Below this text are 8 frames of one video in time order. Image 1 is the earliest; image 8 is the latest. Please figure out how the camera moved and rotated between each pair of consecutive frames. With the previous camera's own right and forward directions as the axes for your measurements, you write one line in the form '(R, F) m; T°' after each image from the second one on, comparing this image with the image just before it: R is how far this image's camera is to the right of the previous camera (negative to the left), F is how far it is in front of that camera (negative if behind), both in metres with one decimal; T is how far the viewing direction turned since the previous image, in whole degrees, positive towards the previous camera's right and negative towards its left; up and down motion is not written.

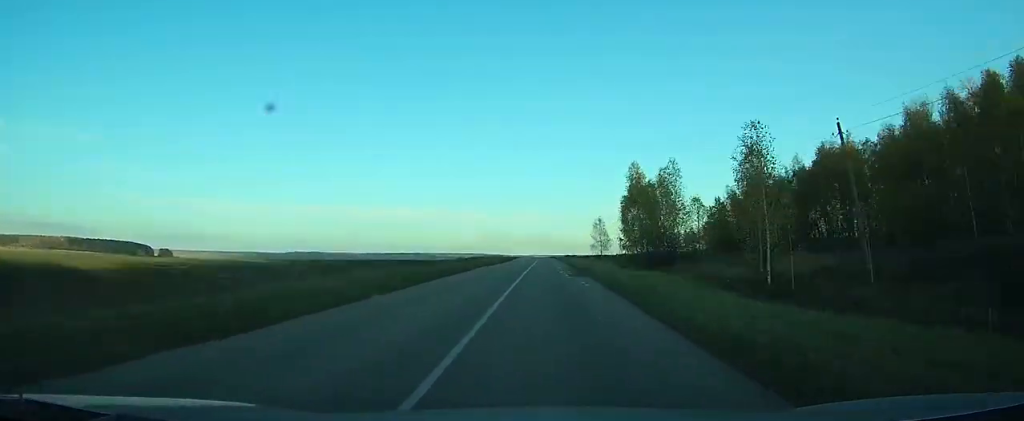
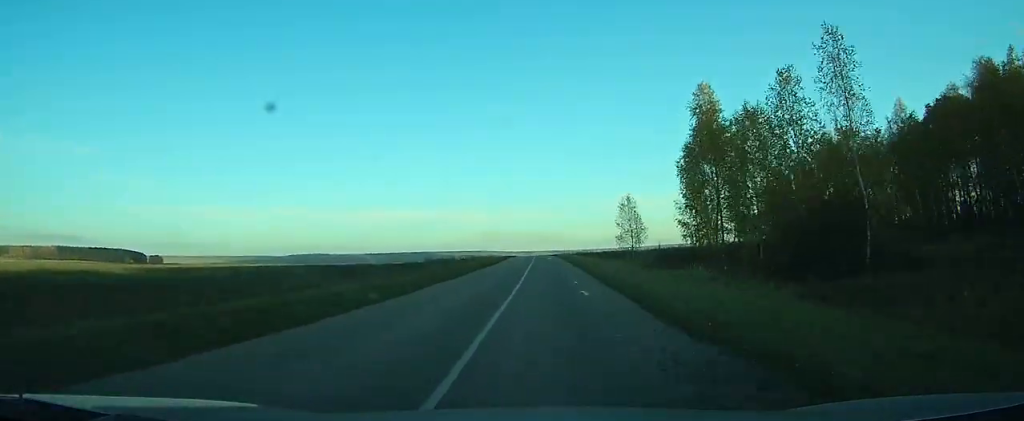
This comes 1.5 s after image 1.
(-0.1, +37.6) m; -1°
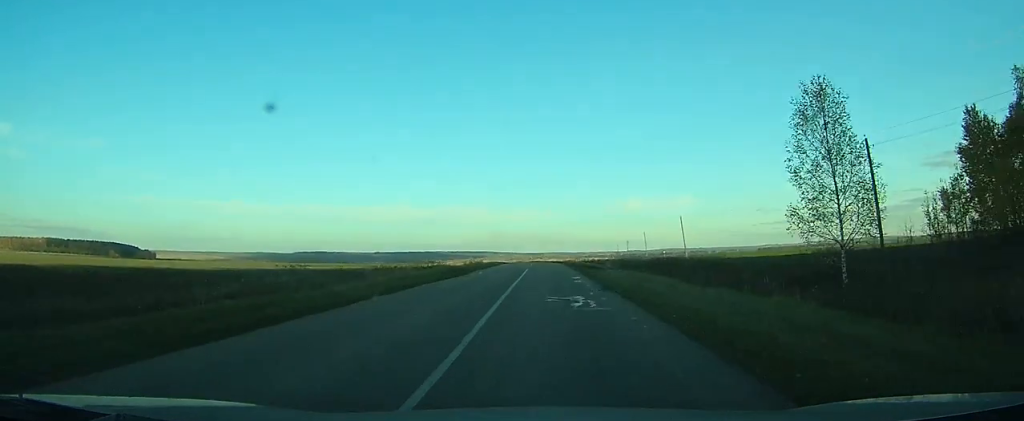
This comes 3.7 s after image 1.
(-0.4, +50.2) m; -1°
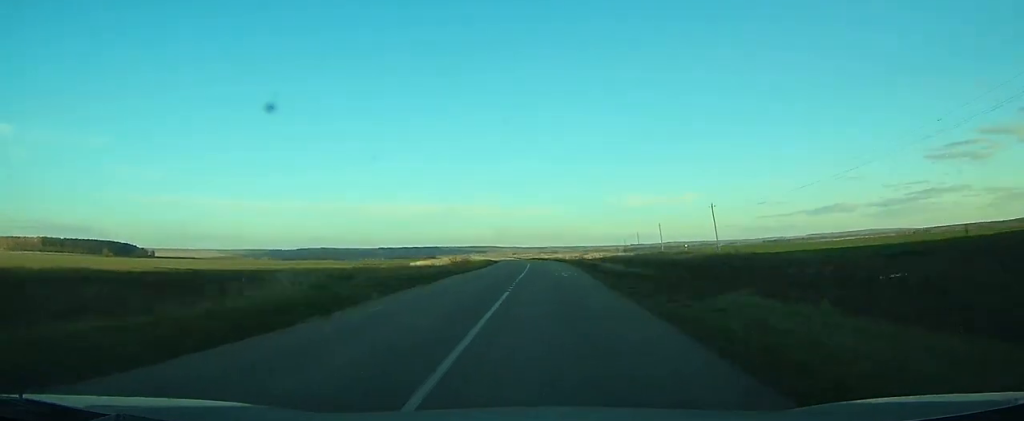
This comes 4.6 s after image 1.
(+0.1, +21.4) m; -1°
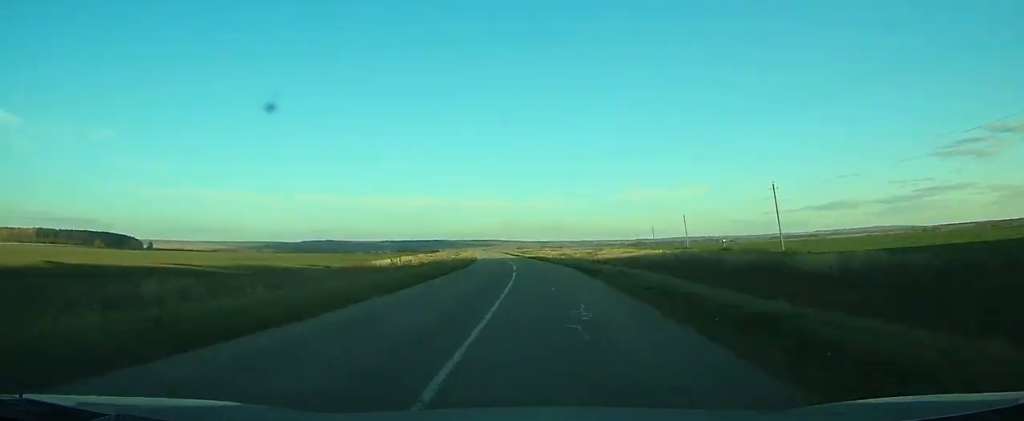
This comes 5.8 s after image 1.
(-0.5, +26.9) m; -1°
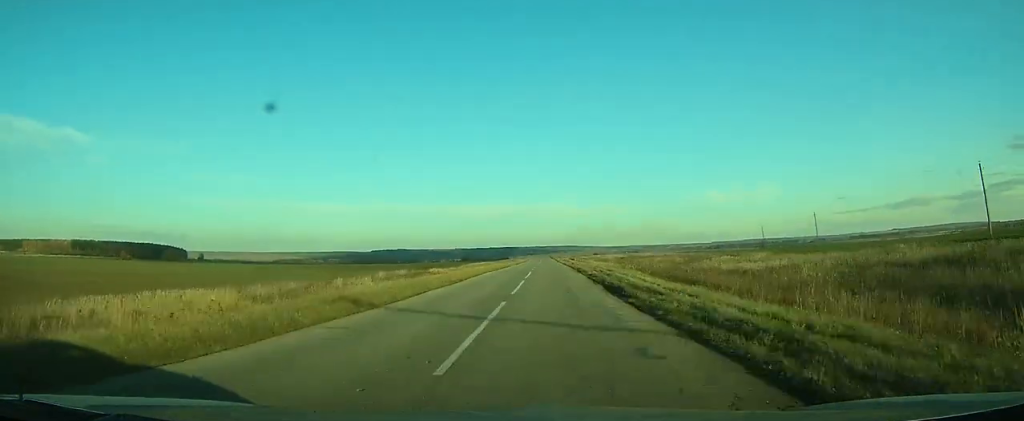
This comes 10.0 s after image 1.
(-4.7, +100.2) m; -5°
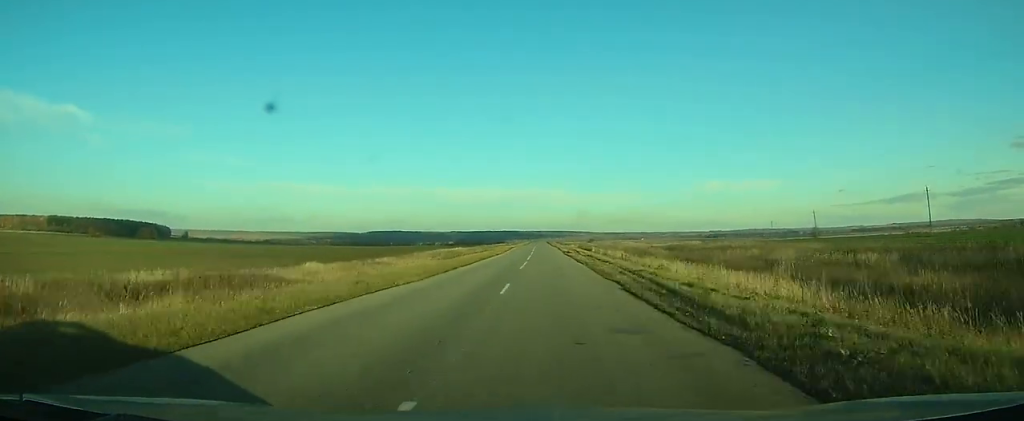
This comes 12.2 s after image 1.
(-0.5, +52.7) m; -1°
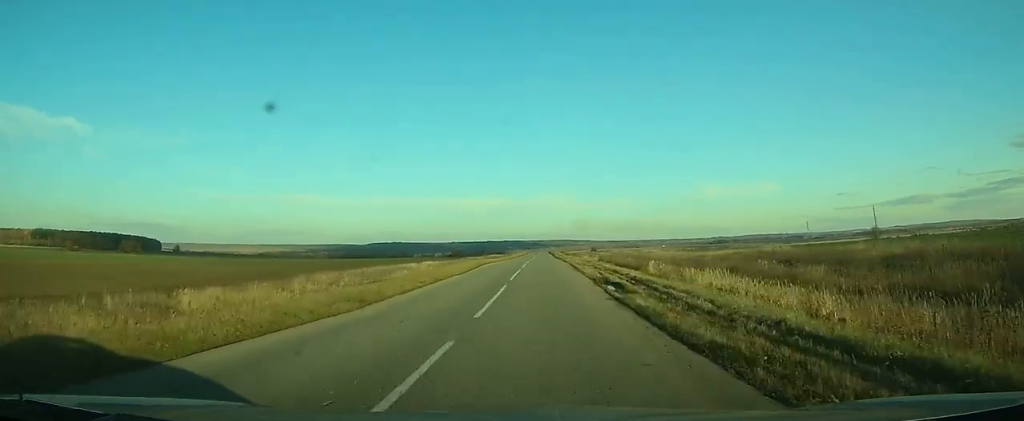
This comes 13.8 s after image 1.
(0.0, +37.3) m; 0°
